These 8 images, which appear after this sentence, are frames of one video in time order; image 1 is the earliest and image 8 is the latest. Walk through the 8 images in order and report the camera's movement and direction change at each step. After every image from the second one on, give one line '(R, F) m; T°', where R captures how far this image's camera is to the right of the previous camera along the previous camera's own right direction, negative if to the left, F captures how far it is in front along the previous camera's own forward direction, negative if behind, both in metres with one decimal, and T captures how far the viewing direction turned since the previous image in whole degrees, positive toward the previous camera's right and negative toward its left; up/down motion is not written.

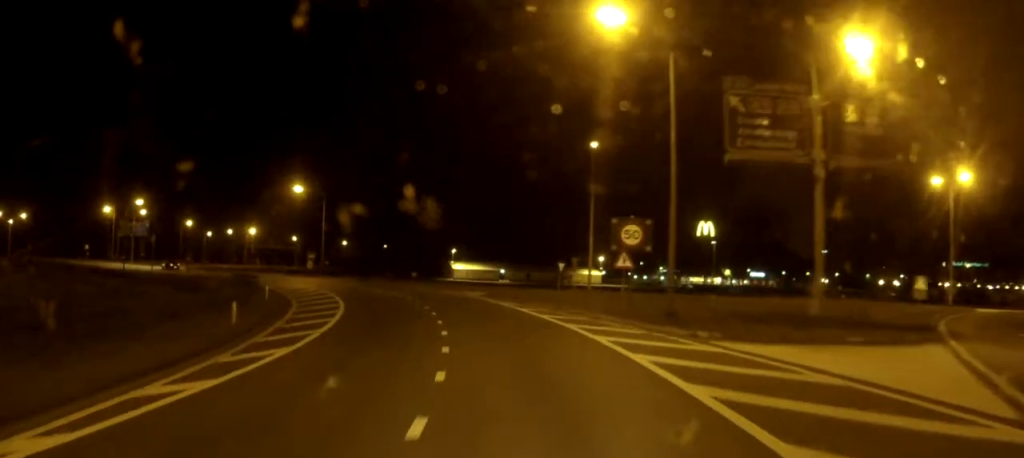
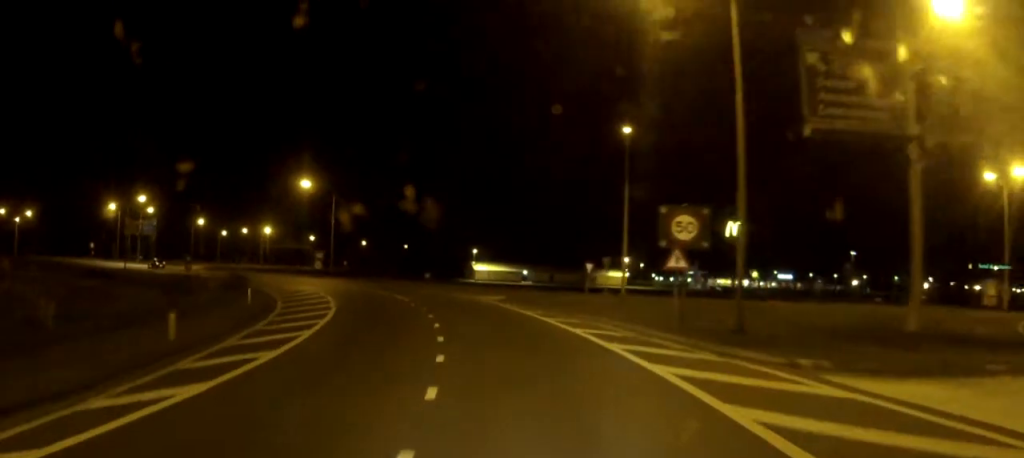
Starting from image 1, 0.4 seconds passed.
(-0.1, +5.7) m; -2°
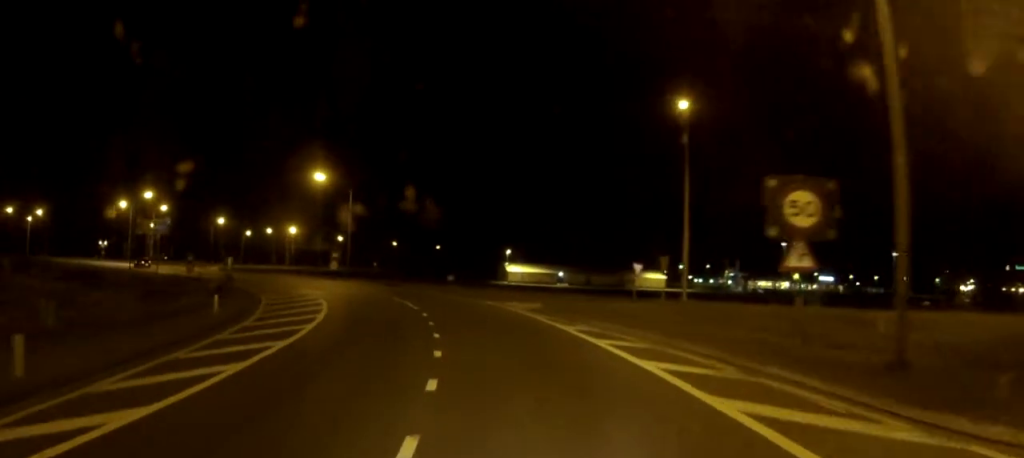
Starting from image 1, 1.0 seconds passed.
(-0.1, +7.4) m; -3°
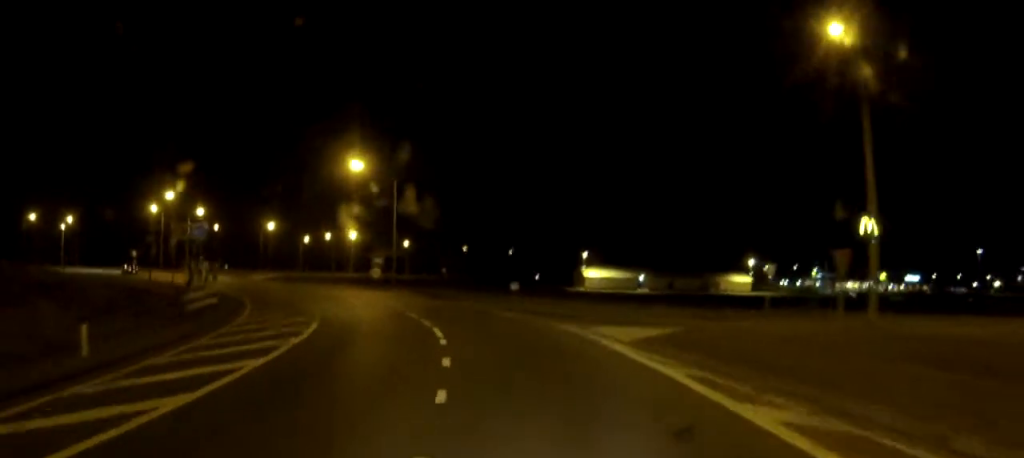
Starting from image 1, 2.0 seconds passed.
(-0.6, +12.8) m; -6°
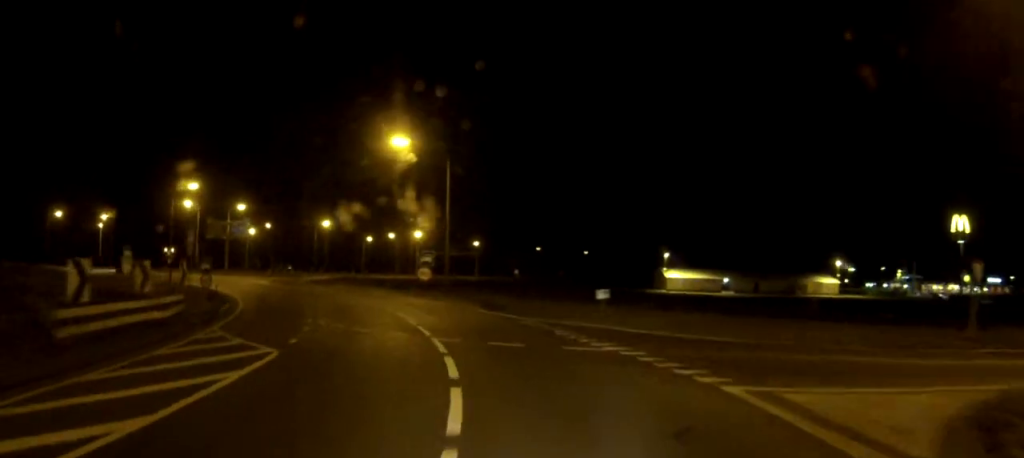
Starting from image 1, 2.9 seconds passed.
(-0.6, +11.7) m; -6°
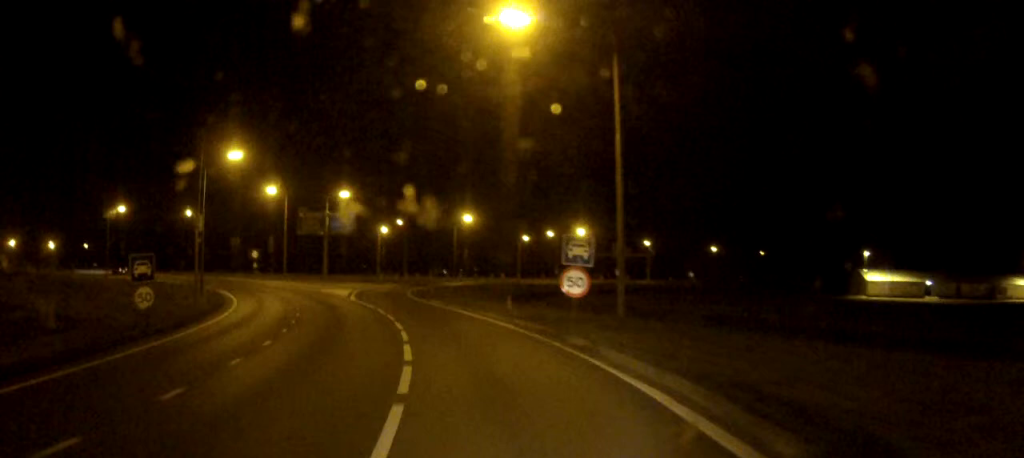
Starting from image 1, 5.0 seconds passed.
(-2.9, +24.8) m; -14°
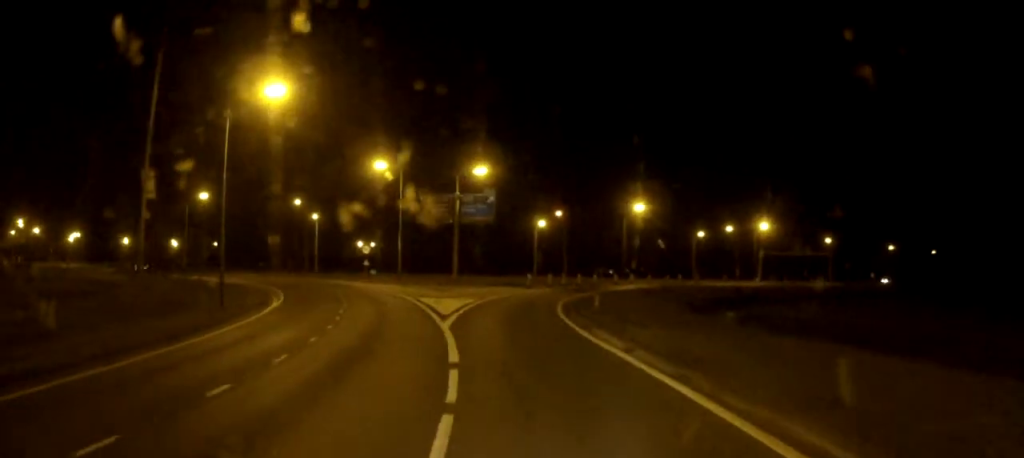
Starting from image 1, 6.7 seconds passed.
(-2.2, +20.7) m; -10°
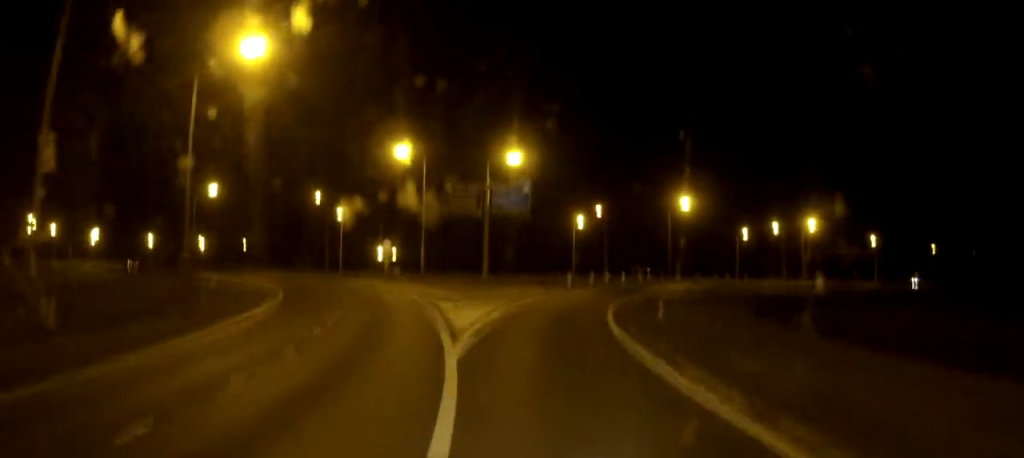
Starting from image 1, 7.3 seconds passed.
(-0.2, +7.3) m; -1°
